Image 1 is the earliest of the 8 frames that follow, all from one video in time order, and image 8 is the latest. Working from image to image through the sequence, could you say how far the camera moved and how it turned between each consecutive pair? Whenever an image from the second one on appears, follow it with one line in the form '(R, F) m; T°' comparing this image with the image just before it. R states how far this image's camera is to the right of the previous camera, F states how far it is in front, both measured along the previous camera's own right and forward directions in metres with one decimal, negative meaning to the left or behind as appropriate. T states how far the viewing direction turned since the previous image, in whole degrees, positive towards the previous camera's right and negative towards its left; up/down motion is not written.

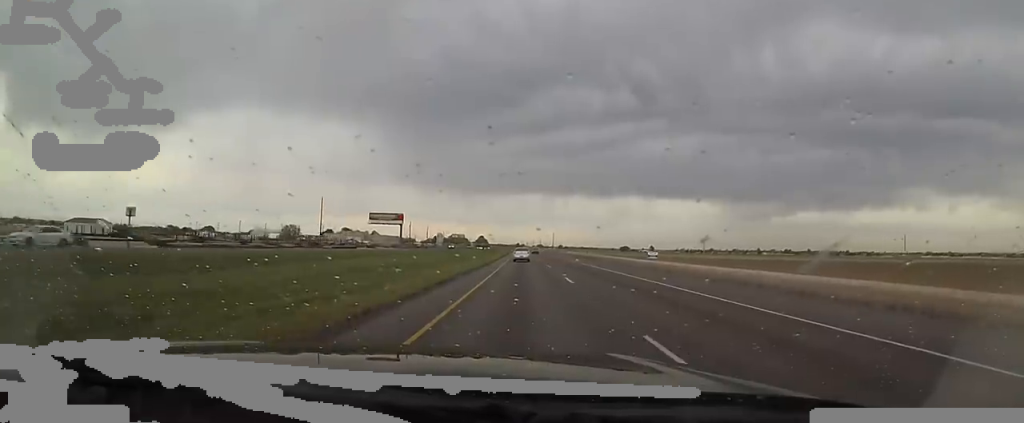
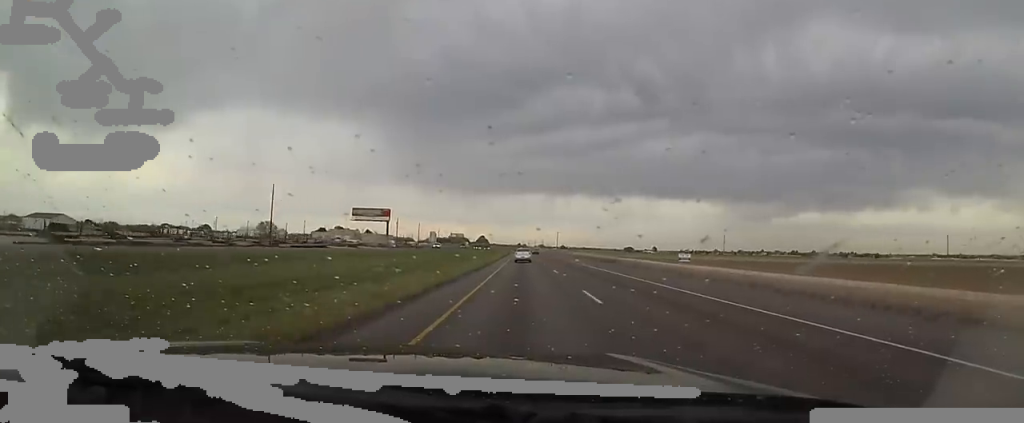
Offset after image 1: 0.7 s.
(+0.3, +21.7) m; 0°
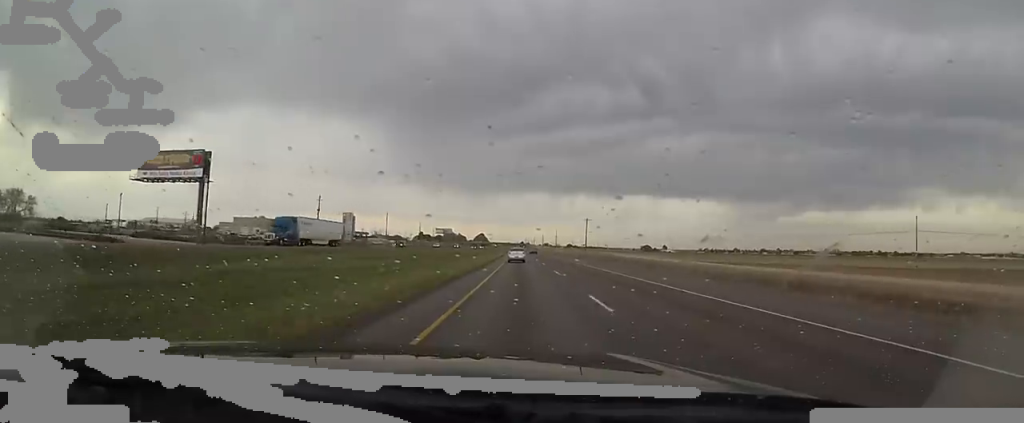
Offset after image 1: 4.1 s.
(-4.4, +109.1) m; -1°
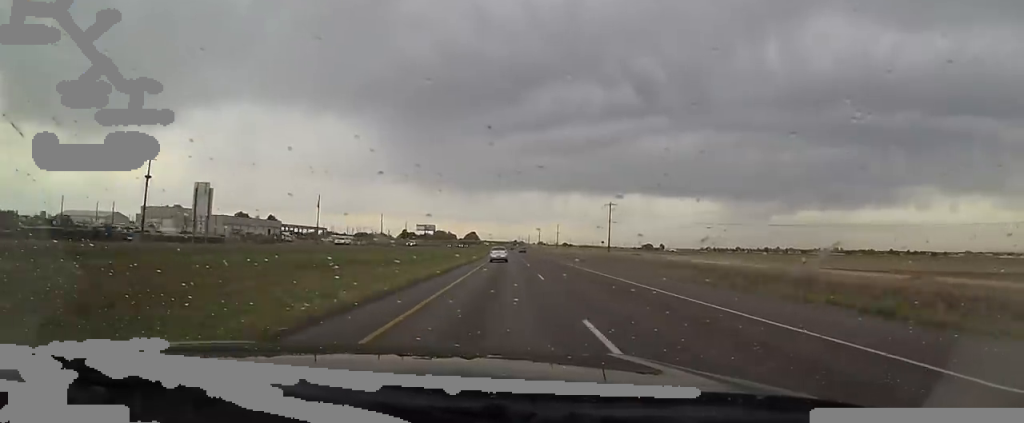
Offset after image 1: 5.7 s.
(+0.2, +49.8) m; -1°
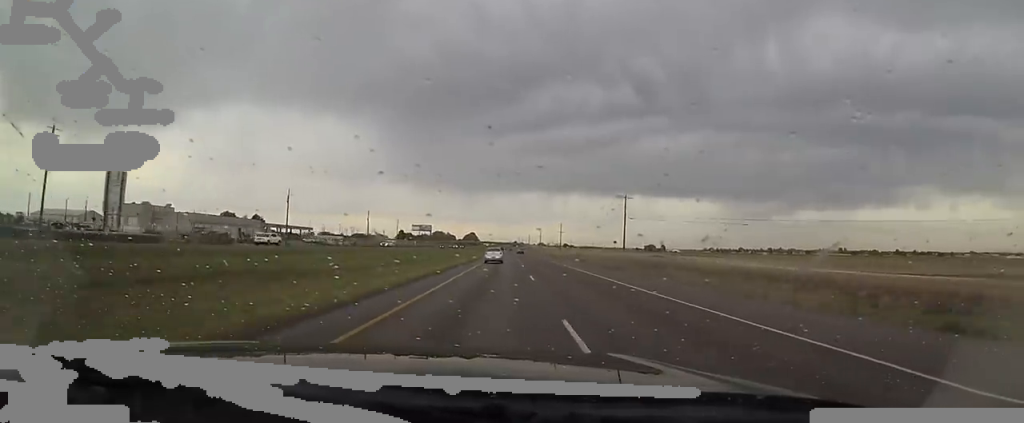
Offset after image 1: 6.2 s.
(-0.8, +15.0) m; 0°
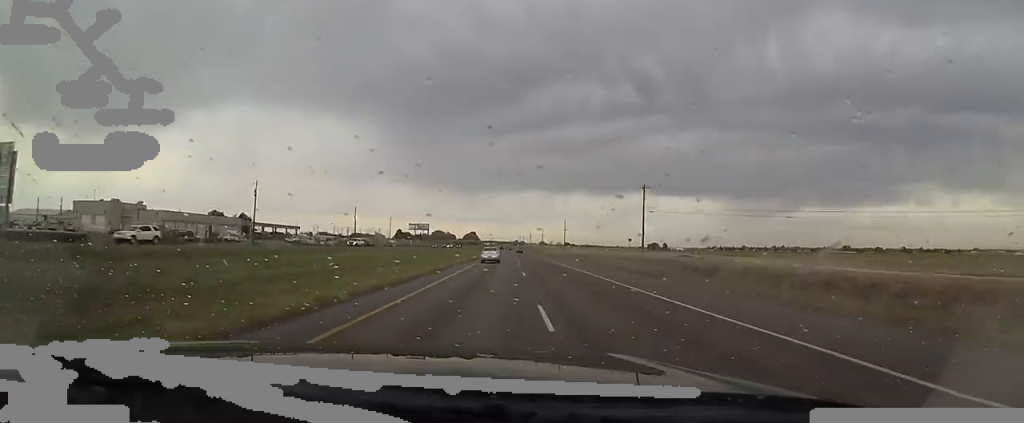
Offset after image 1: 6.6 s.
(-0.2, +12.9) m; 0°
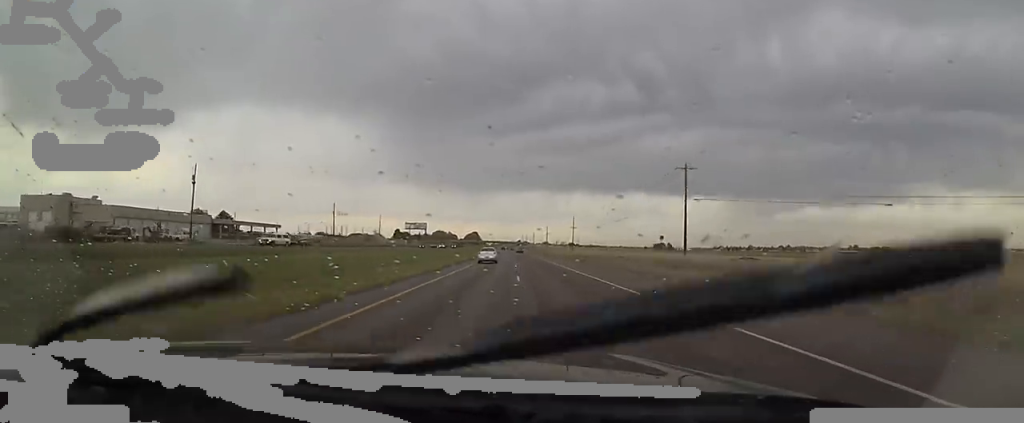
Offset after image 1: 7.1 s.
(+1.0, +18.3) m; +1°
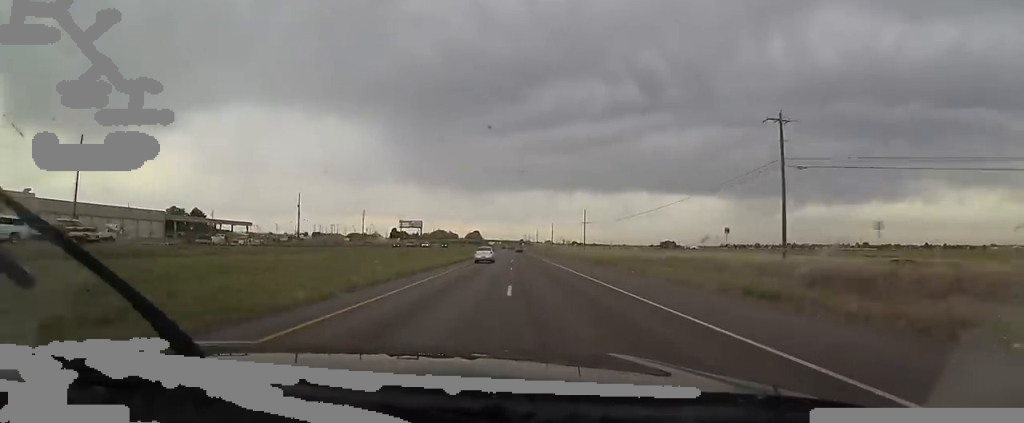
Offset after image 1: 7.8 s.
(0.0, +21.5) m; 0°
